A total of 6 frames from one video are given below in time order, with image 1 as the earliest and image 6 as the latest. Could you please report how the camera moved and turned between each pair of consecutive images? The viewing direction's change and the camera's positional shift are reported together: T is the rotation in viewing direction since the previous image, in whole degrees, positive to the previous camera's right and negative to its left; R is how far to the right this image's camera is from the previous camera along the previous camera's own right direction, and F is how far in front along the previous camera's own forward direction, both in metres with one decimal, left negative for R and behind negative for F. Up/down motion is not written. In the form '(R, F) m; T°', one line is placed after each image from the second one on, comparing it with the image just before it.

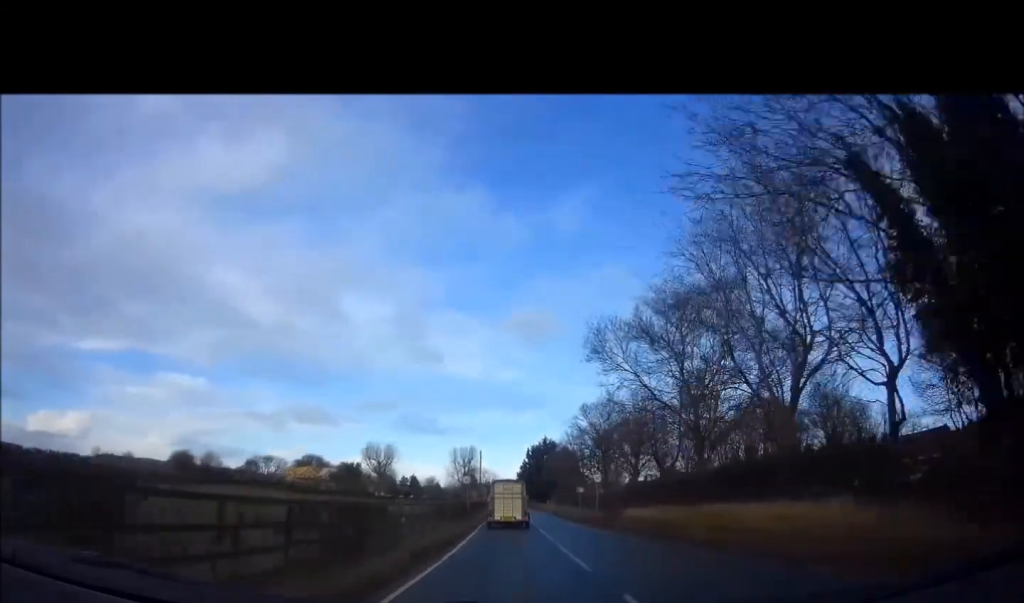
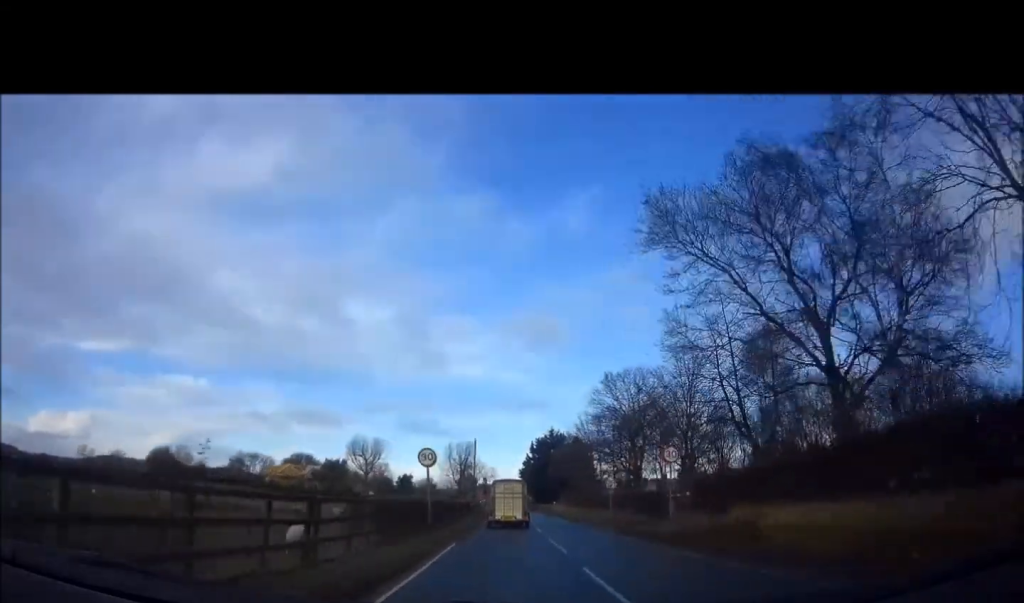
(+0.1, +15.2) m; 0°
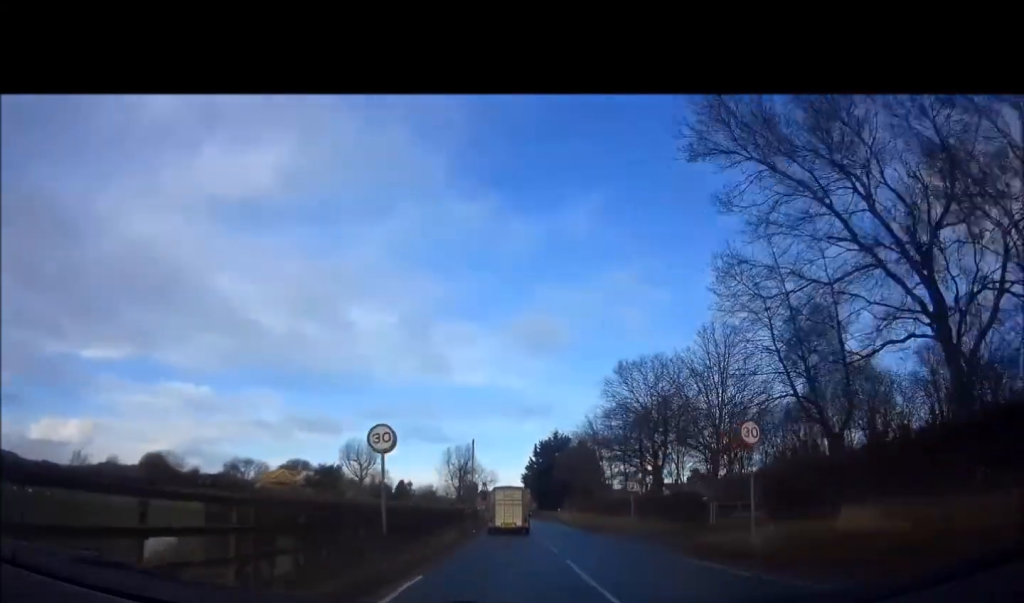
(-0.1, +6.2) m; 0°
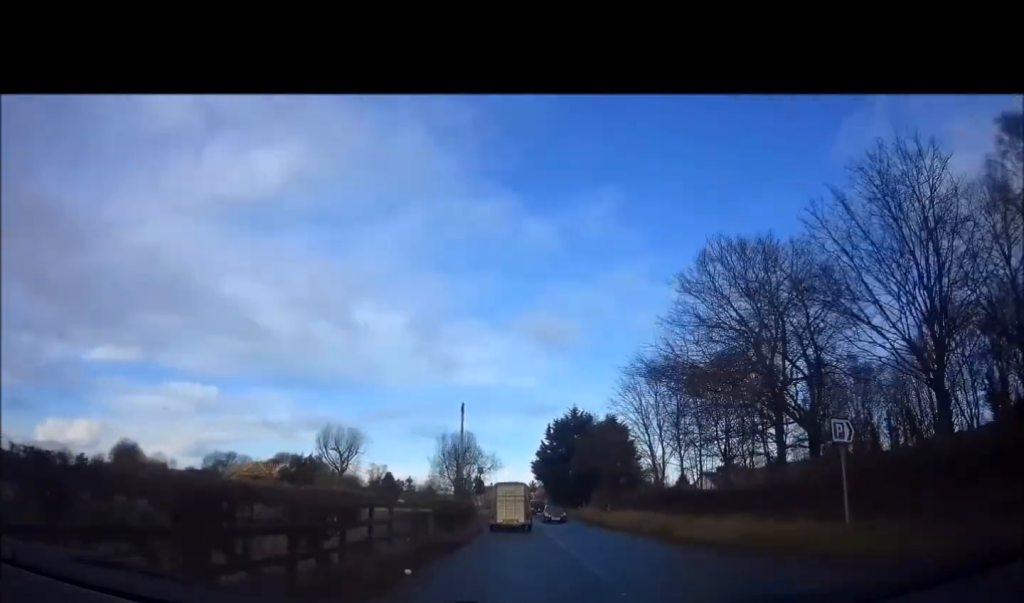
(-0.2, +19.2) m; -1°
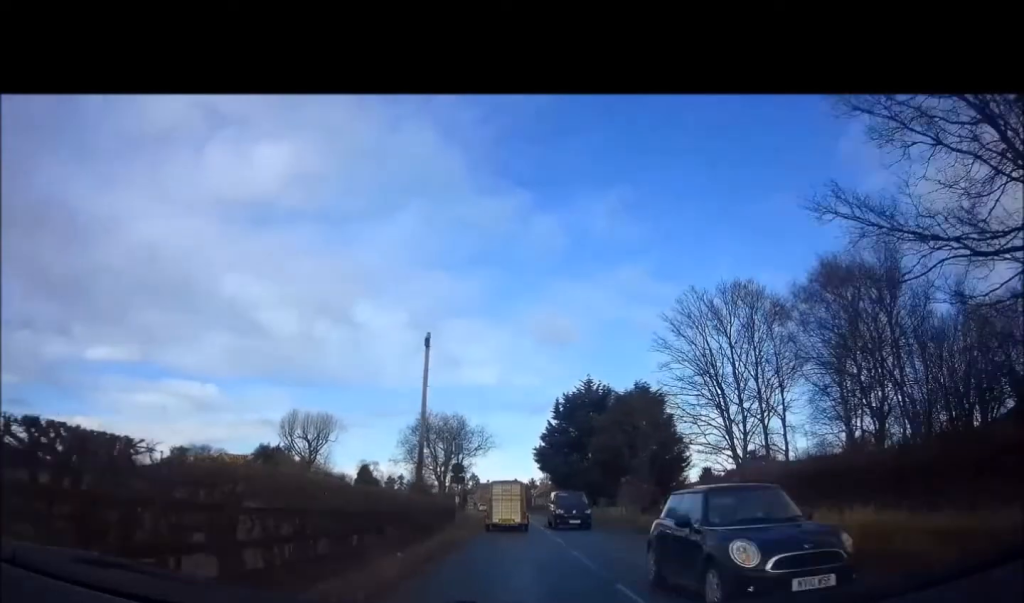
(0.0, +16.3) m; 0°
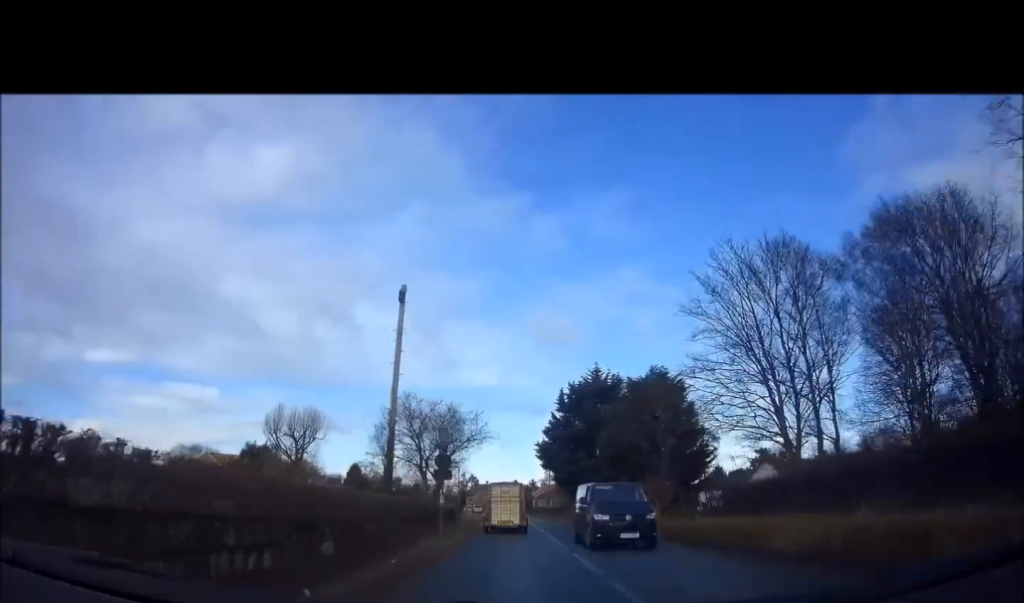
(+0.1, +5.8) m; 0°
